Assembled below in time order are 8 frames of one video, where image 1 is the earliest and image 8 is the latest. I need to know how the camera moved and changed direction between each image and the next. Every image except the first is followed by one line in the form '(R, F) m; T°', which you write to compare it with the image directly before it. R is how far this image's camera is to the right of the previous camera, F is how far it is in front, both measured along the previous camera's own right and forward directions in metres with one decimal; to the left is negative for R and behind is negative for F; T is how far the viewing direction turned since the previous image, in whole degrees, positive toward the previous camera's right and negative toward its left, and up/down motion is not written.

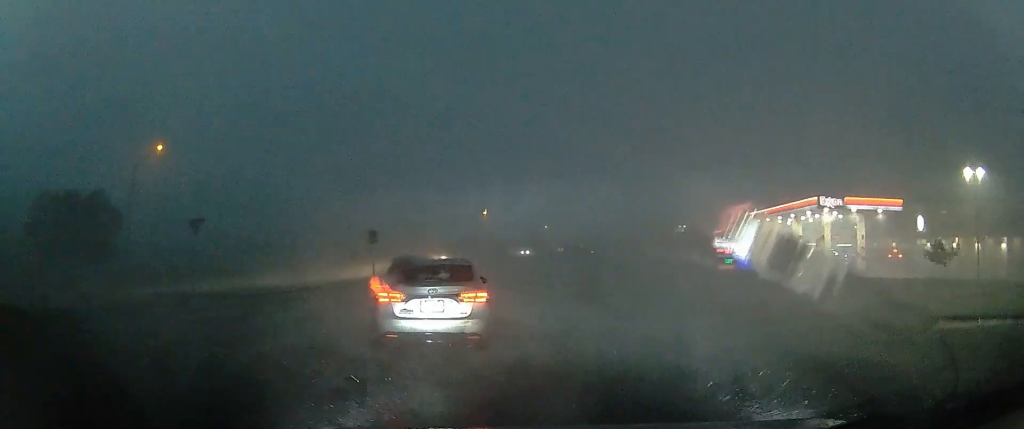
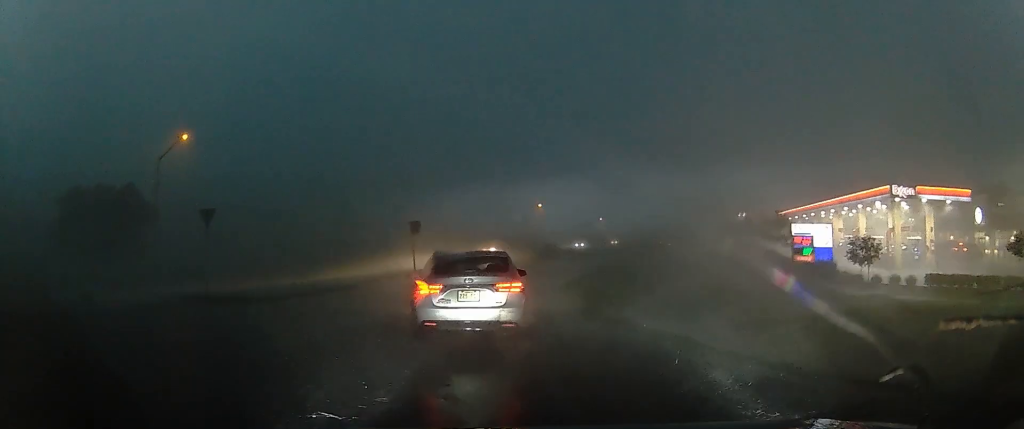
(-0.4, +3.4) m; -6°
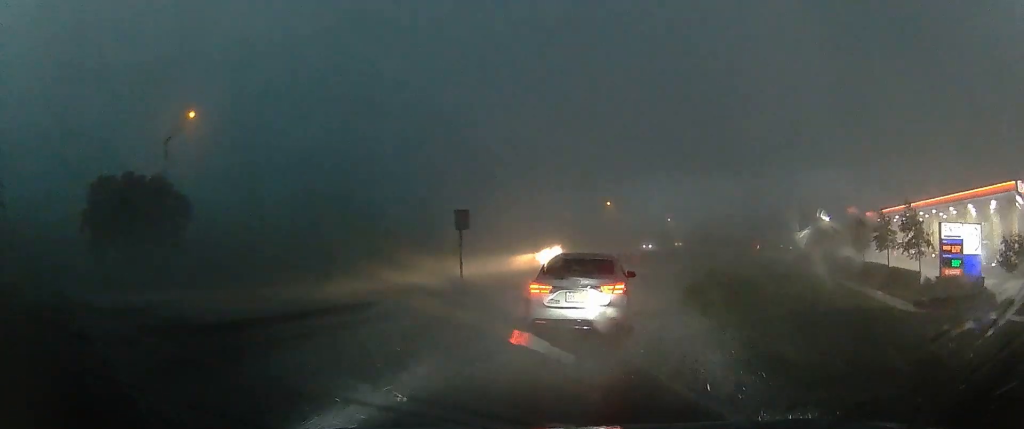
(-0.6, +8.1) m; -5°
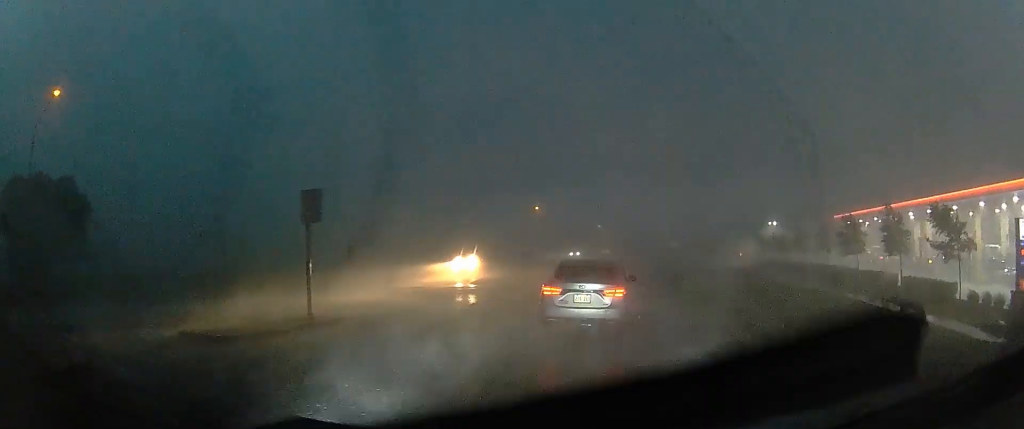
(-0.2, +8.4) m; +3°
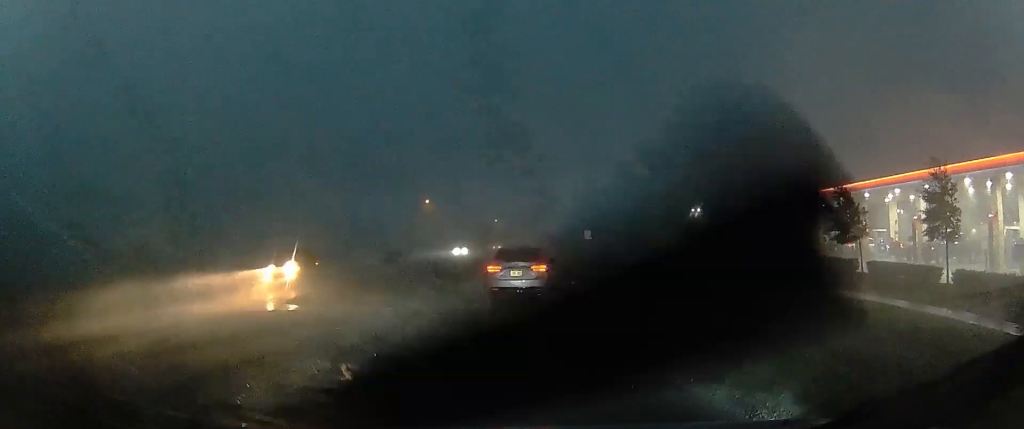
(+1.4, +11.3) m; +11°
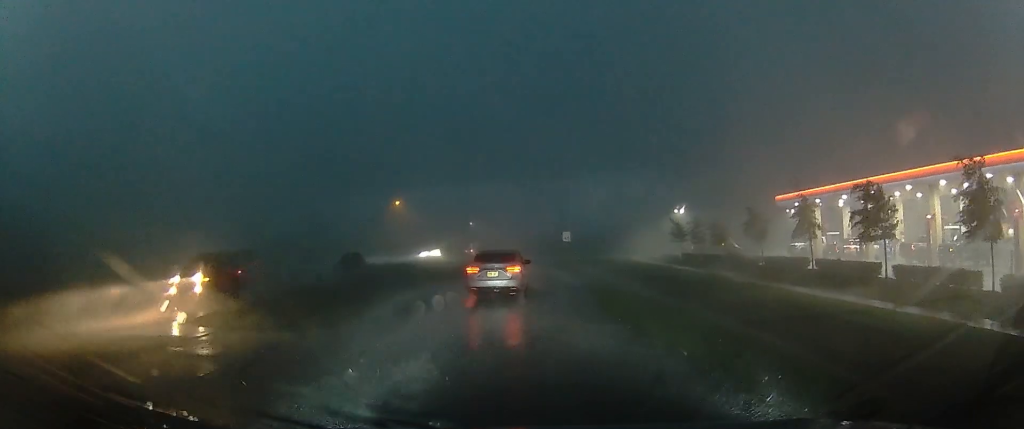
(+0.2, +3.9) m; +2°
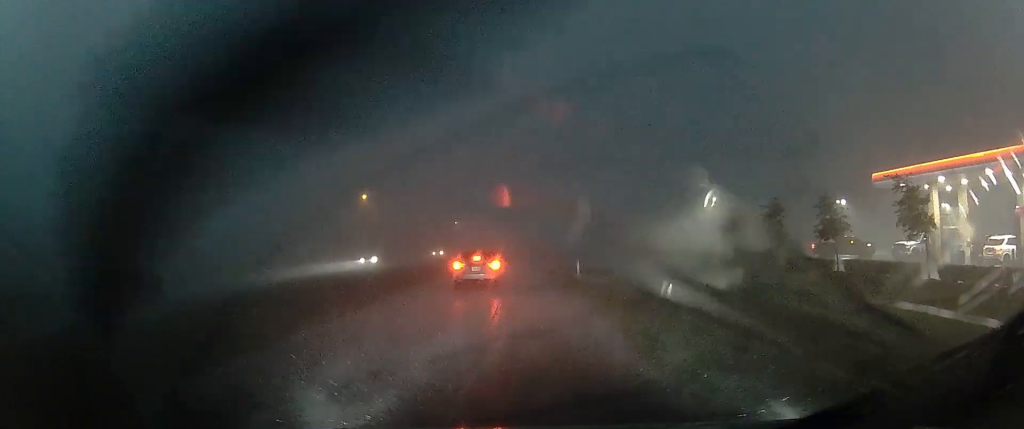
(+0.5, +18.2) m; +3°
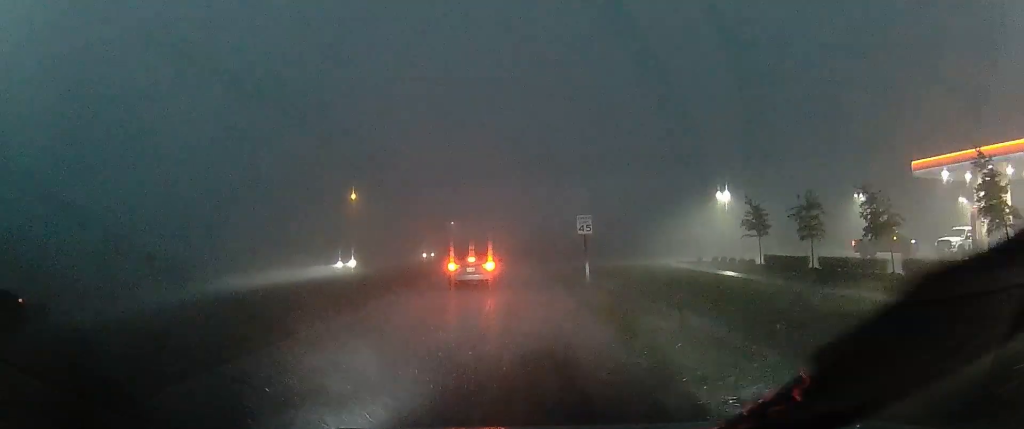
(0.0, +5.1) m; 0°
